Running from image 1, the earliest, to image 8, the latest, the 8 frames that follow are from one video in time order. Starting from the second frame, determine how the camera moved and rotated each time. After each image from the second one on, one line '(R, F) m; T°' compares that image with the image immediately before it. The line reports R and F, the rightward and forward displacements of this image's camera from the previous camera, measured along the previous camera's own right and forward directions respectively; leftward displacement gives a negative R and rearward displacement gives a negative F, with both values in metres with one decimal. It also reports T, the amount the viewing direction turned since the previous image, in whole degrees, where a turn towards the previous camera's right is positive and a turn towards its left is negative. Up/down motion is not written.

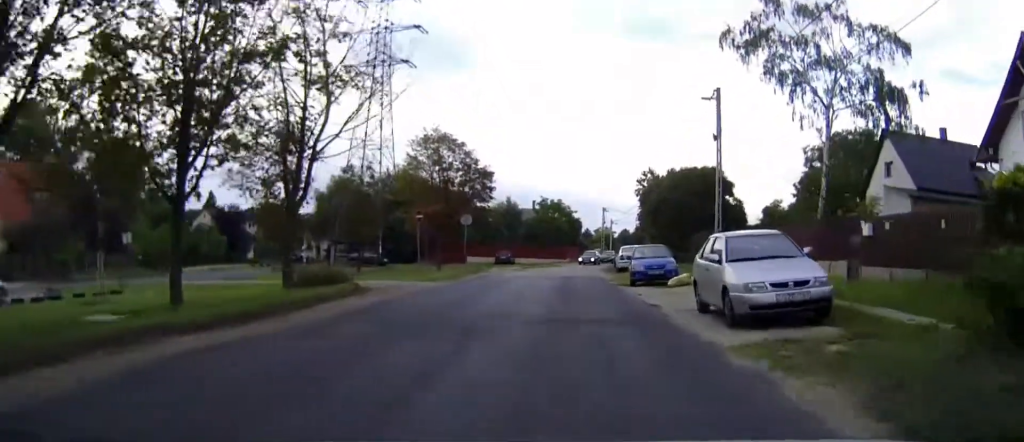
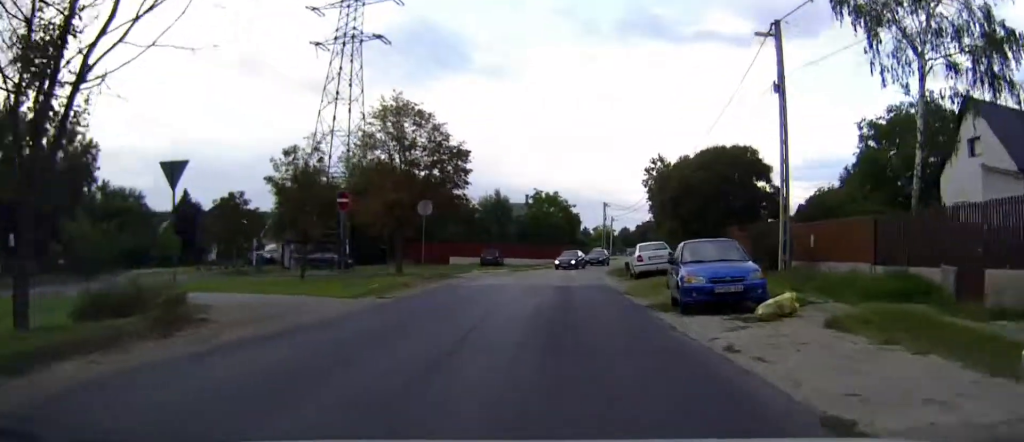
(0.0, +10.9) m; 0°
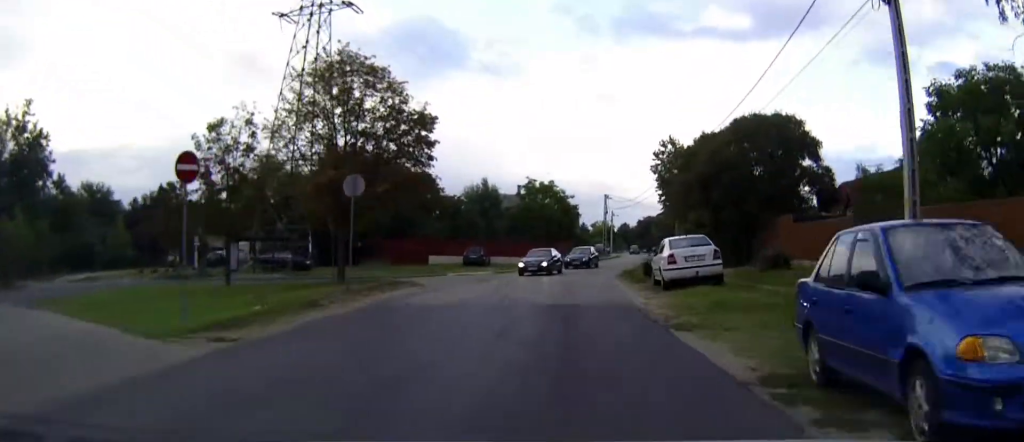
(0.0, +9.6) m; 0°
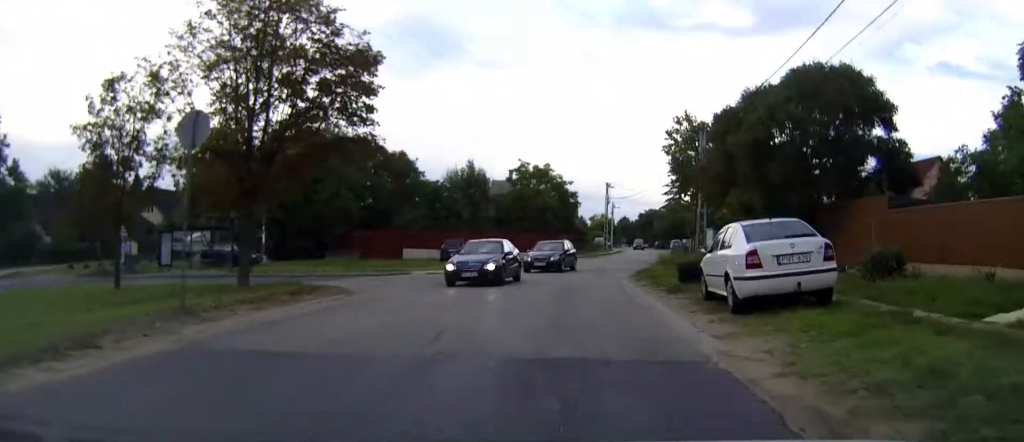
(0.0, +8.9) m; 0°
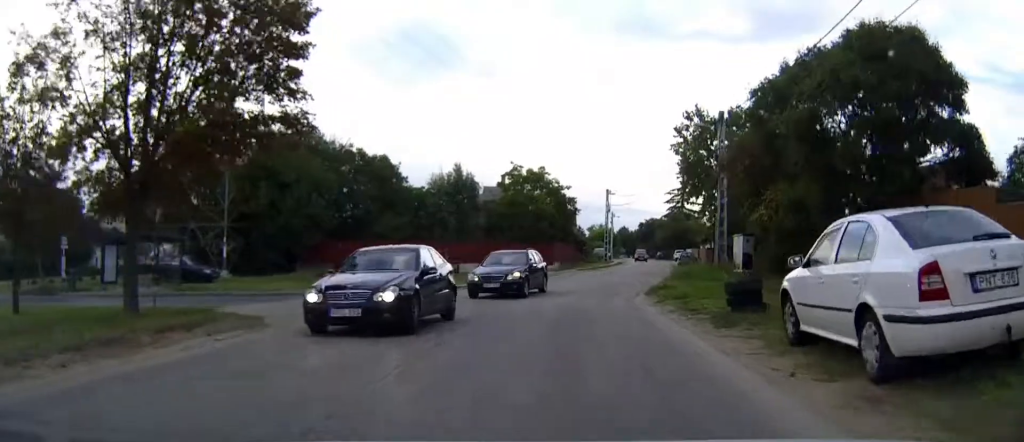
(0.0, +5.6) m; 0°
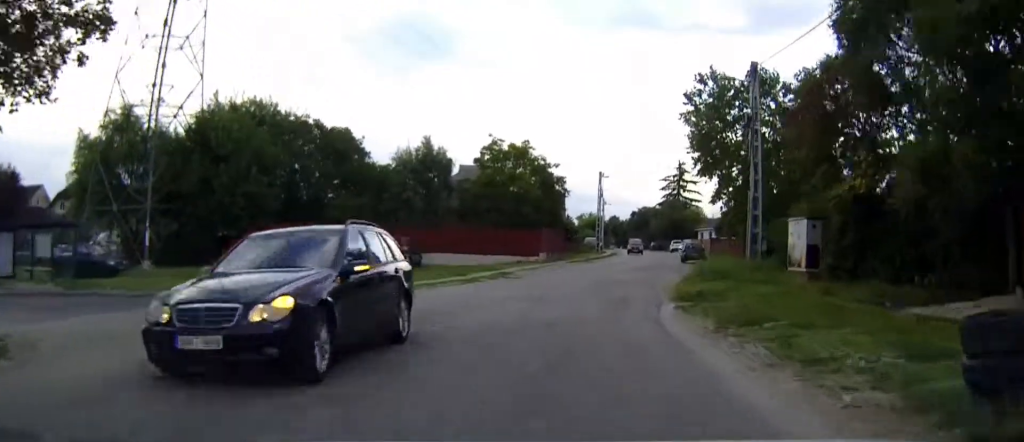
(0.0, +8.2) m; +1°
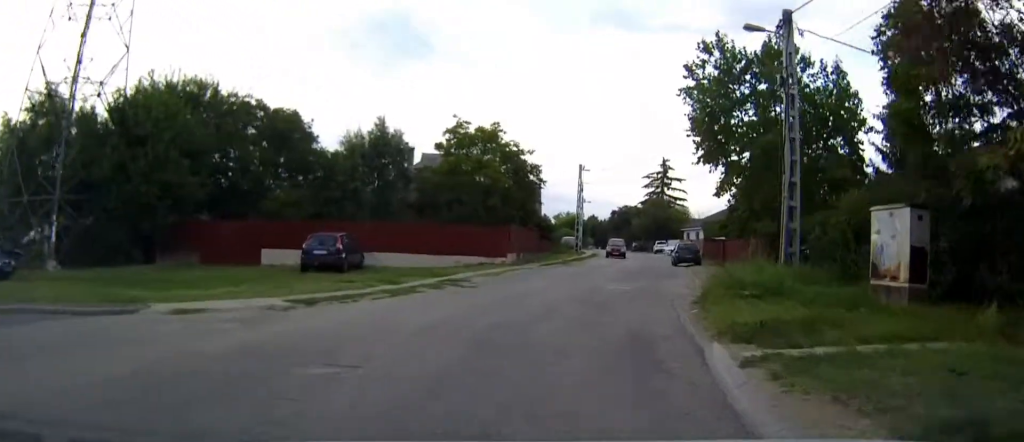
(+0.1, +6.7) m; +2°
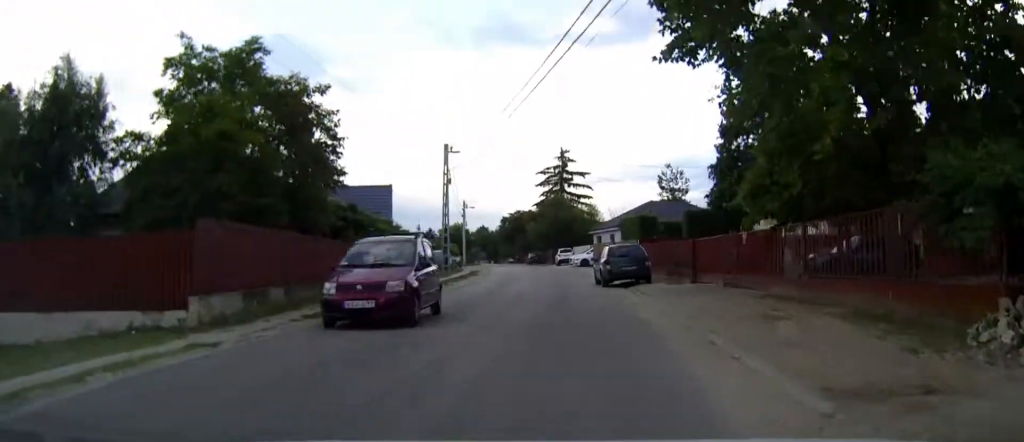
(+1.3, +20.2) m; +7°
